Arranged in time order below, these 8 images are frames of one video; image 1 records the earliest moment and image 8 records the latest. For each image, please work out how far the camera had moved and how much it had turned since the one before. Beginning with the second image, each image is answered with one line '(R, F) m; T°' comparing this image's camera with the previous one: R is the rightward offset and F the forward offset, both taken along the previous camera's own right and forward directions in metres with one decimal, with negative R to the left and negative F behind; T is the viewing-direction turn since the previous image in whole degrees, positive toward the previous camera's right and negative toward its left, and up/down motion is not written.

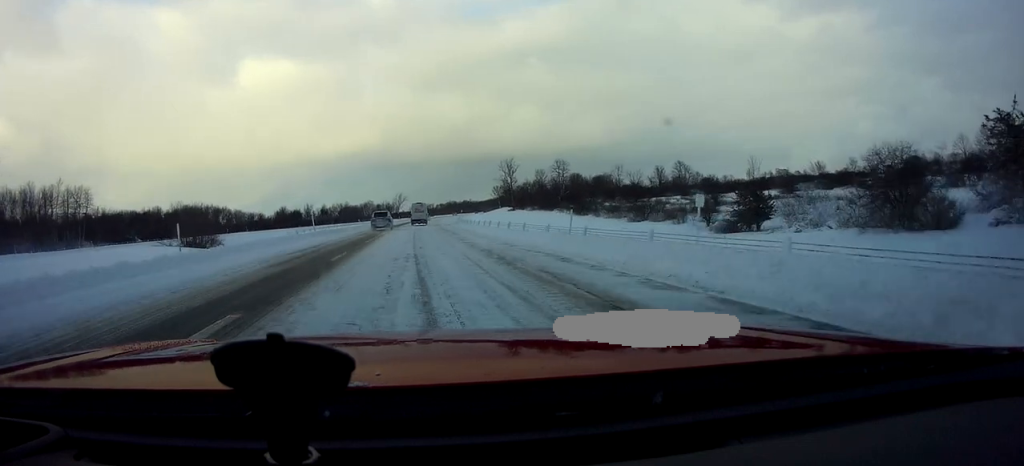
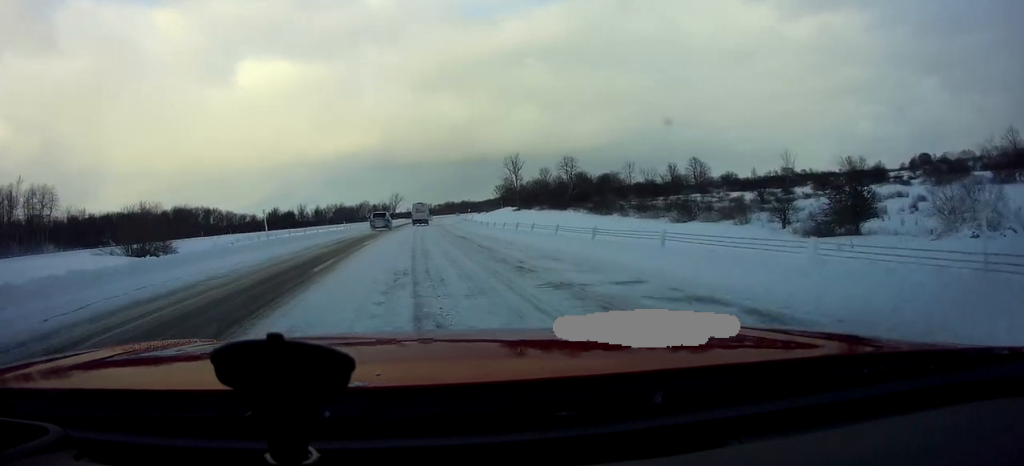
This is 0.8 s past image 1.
(+0.1, +15.0) m; -1°
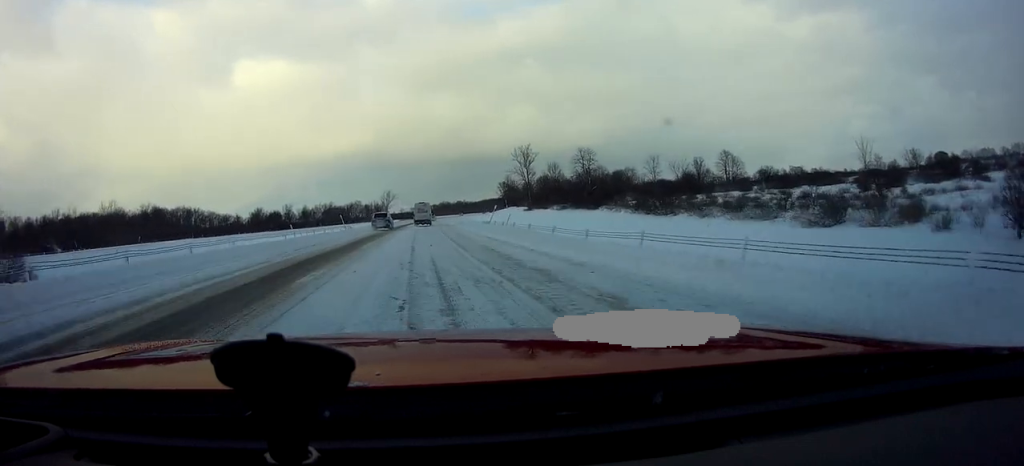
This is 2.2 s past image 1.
(-1.0, +26.7) m; -1°
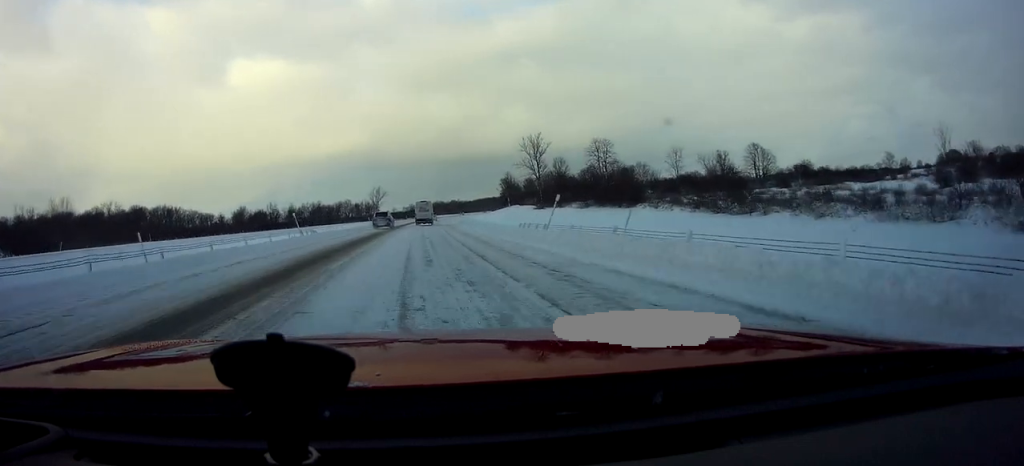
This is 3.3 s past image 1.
(+1.1, +21.7) m; +3°
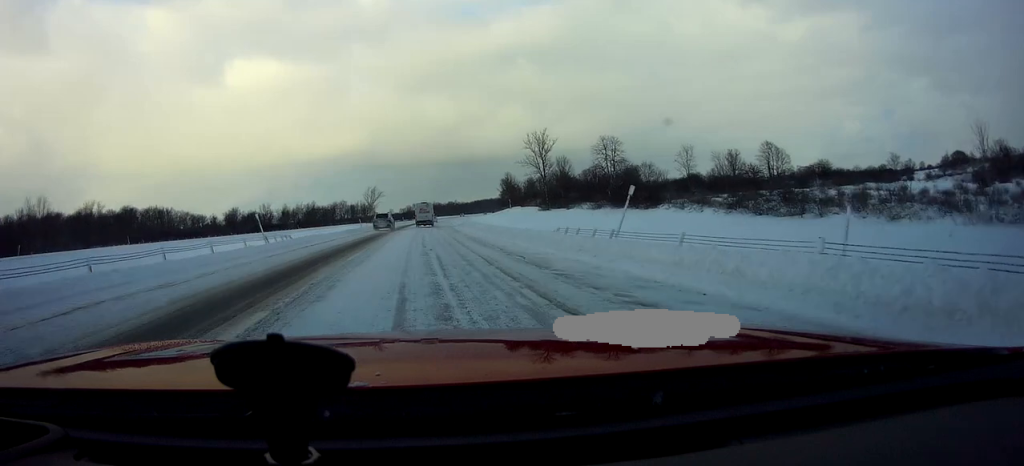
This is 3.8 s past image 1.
(0.0, +9.0) m; 0°
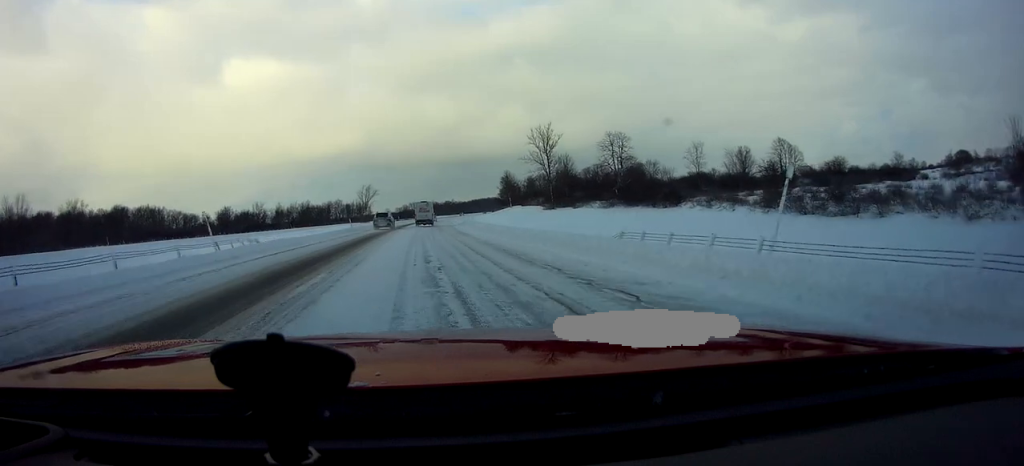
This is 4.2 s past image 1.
(0.0, +7.7) m; 0°
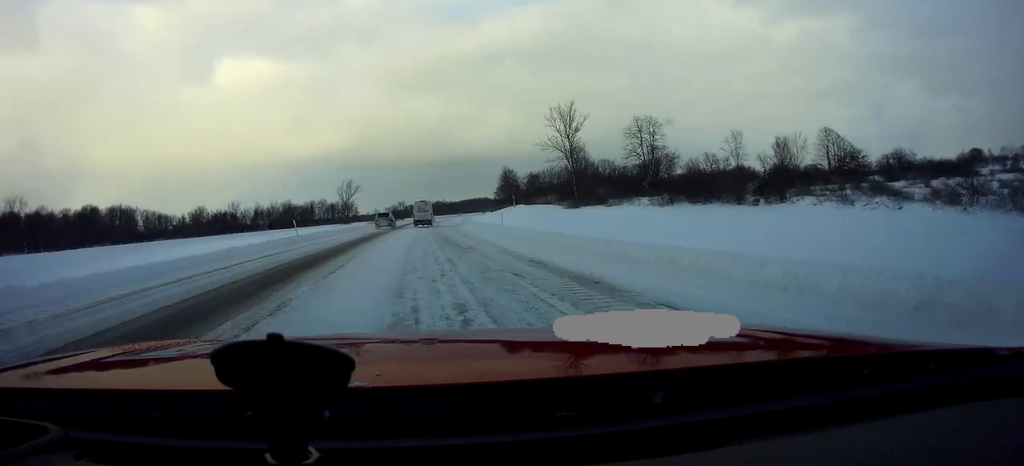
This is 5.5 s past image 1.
(0.0, +25.0) m; 0°
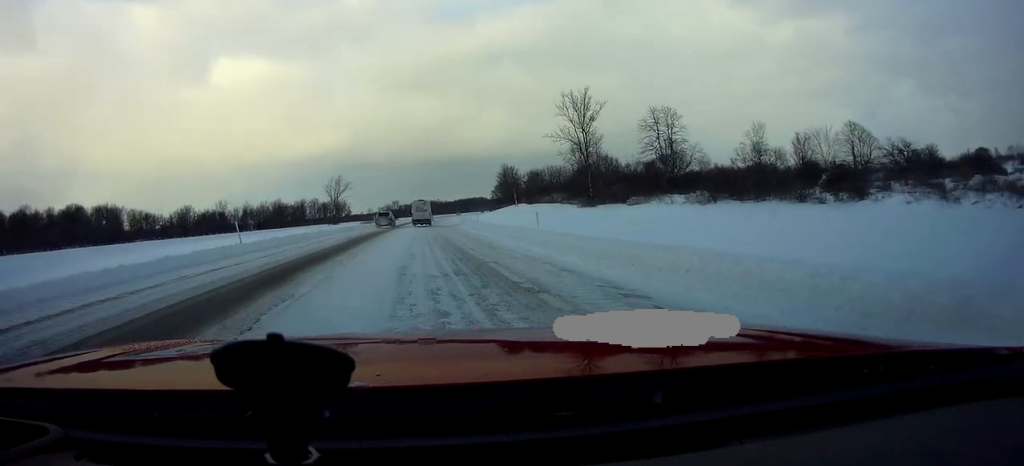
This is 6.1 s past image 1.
(0.0, +11.5) m; 0°
